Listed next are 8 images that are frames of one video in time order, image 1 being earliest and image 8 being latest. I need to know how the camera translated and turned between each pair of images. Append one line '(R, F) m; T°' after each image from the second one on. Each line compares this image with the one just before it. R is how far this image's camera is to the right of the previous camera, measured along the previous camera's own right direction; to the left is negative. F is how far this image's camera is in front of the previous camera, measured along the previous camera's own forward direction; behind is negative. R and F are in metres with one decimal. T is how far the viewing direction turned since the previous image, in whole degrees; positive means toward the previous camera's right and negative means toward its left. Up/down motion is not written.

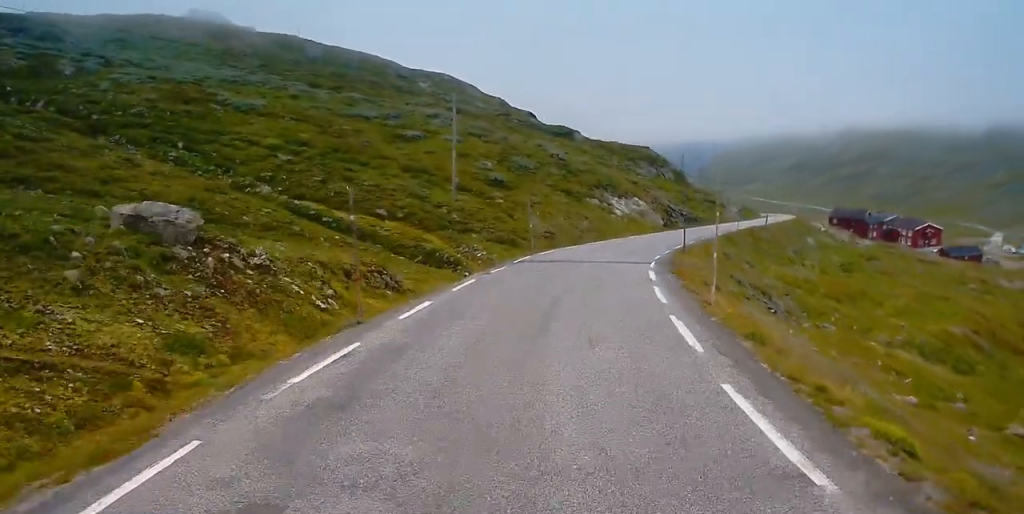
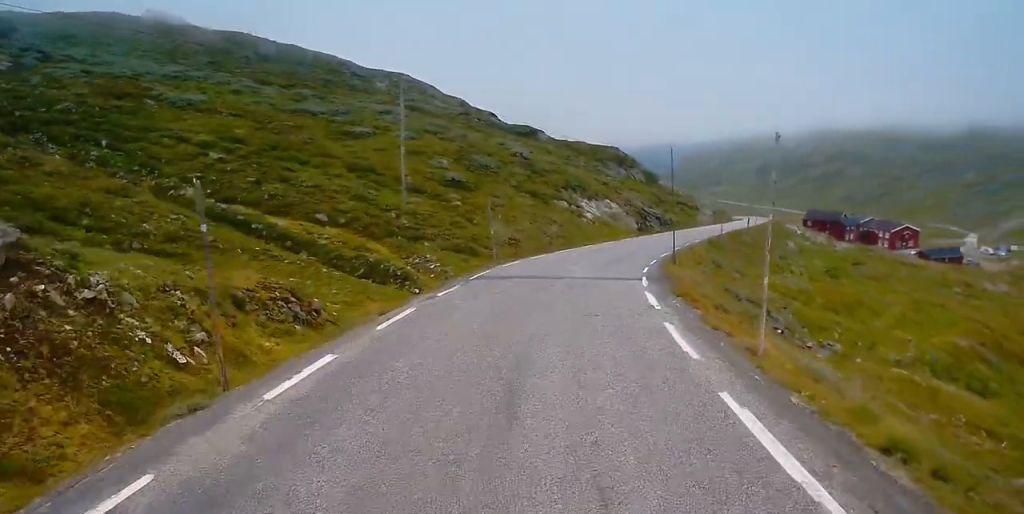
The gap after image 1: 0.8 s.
(+0.2, +6.6) m; +2°
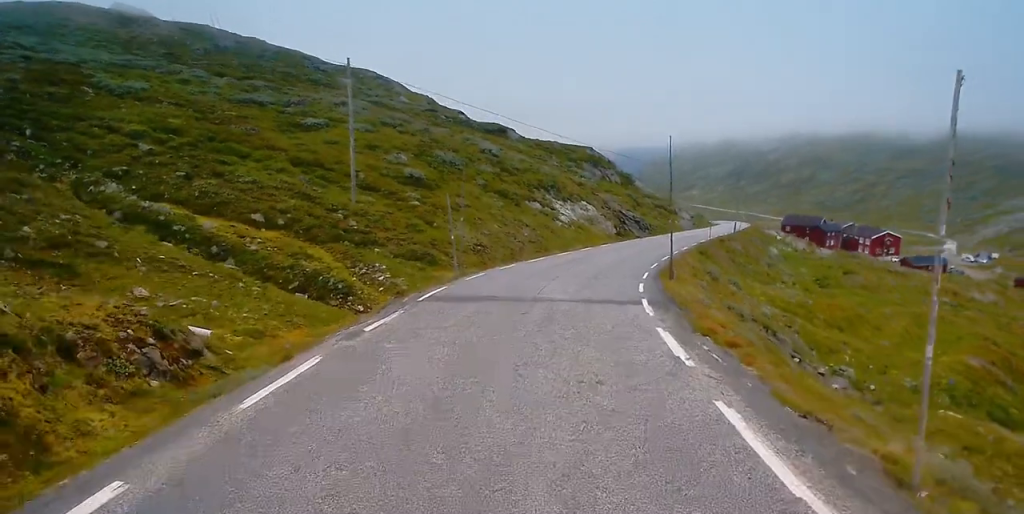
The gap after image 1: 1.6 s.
(+0.1, +6.1) m; +1°
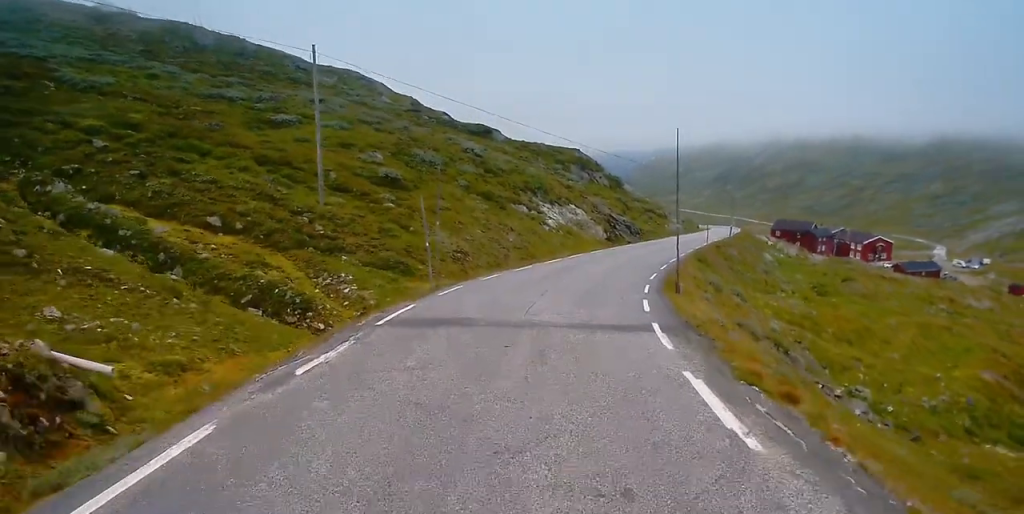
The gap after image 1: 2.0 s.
(0.0, +3.8) m; +1°
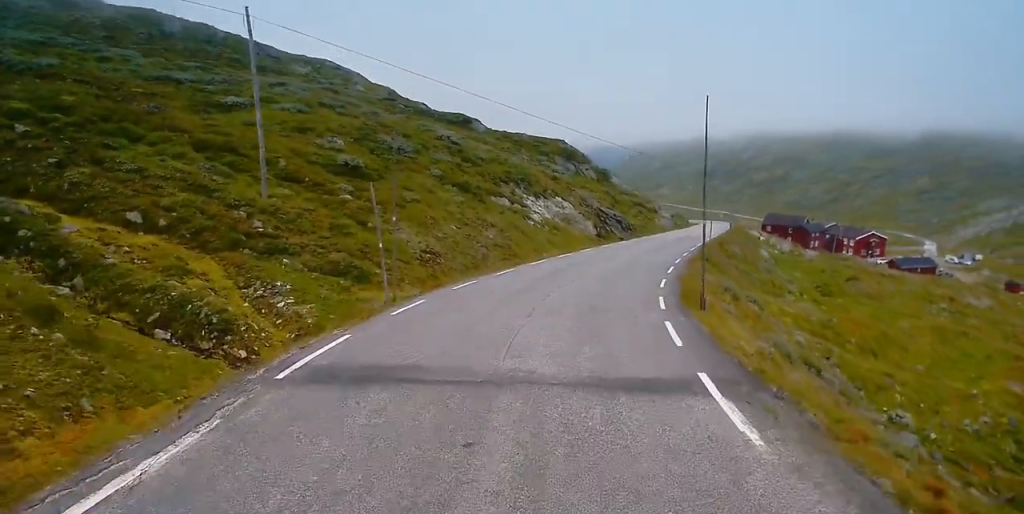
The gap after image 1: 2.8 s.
(+0.1, +6.0) m; +2°
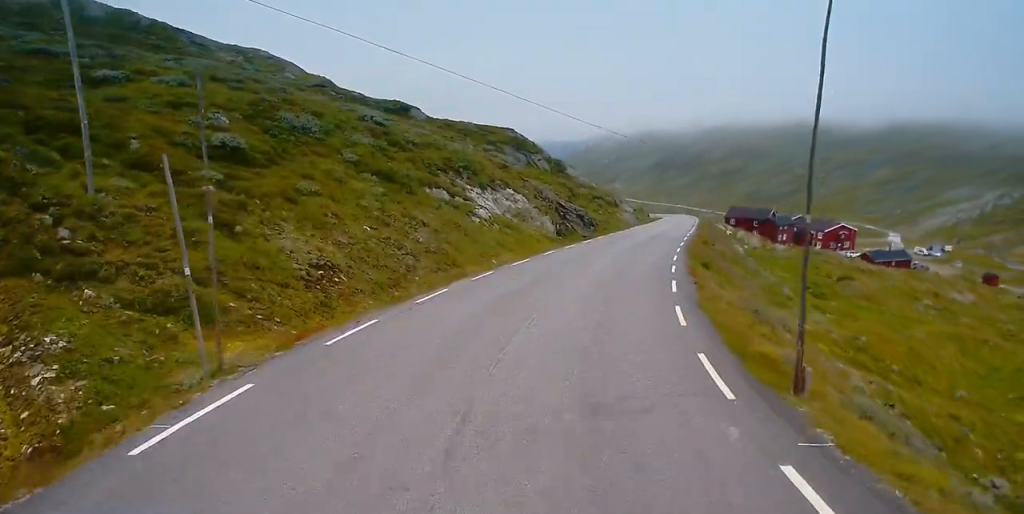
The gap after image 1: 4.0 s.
(+0.4, +10.2) m; +4°
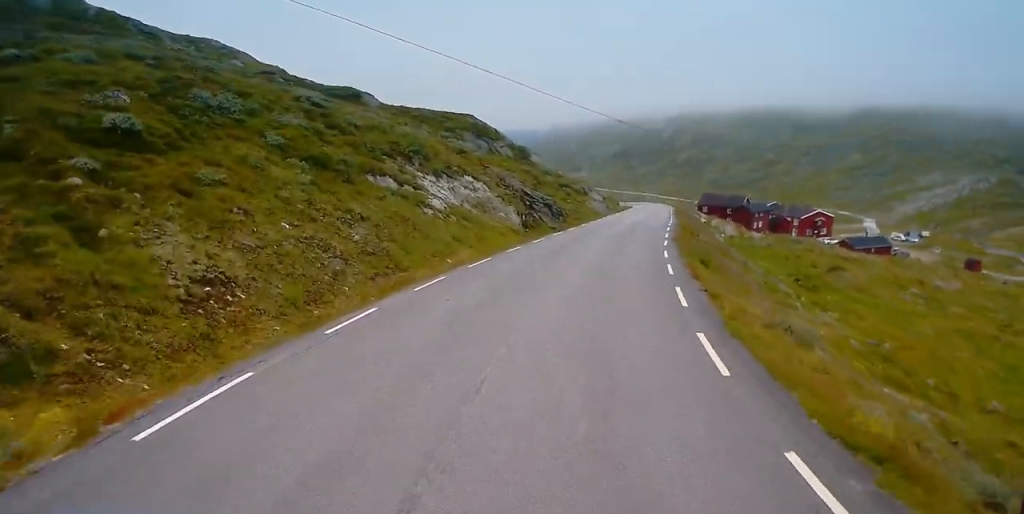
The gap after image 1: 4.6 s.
(+0.1, +5.7) m; +2°
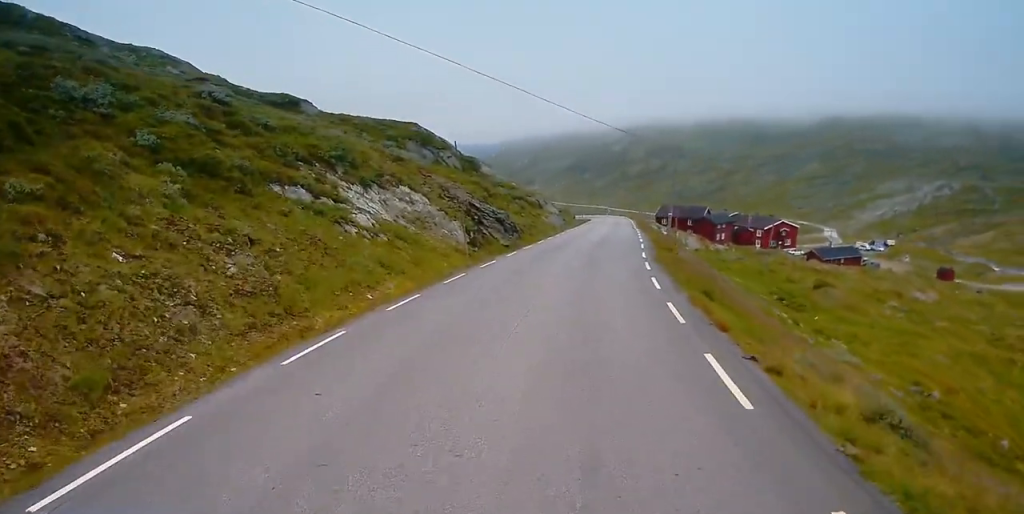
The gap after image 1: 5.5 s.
(+0.1, +7.3) m; +2°
